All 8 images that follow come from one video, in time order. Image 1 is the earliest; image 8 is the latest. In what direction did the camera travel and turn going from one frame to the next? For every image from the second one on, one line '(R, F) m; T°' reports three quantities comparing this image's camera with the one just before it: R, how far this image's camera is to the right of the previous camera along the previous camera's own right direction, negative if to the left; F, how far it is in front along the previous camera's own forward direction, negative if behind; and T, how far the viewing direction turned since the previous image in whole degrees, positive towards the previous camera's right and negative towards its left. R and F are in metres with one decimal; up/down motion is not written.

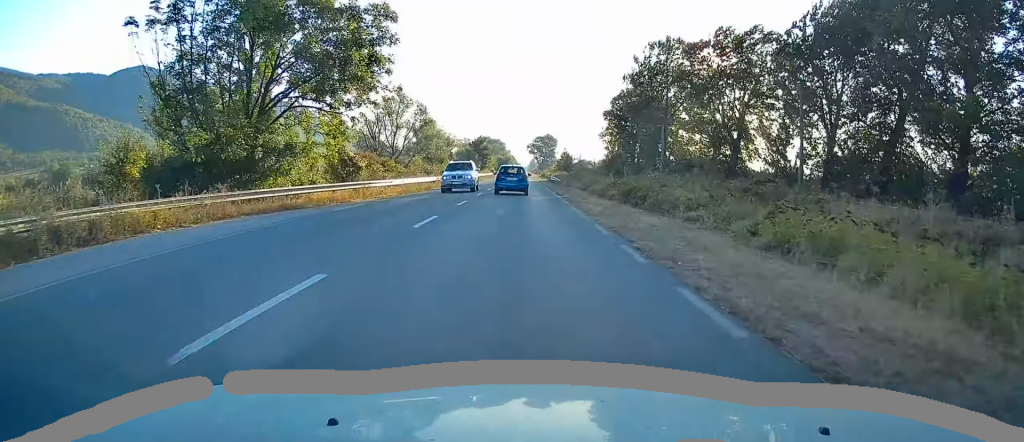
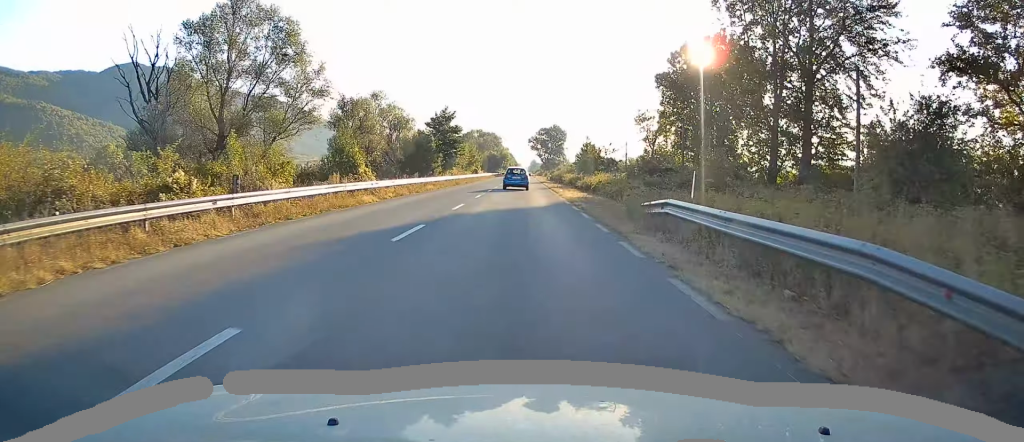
(0.0, +56.0) m; 0°
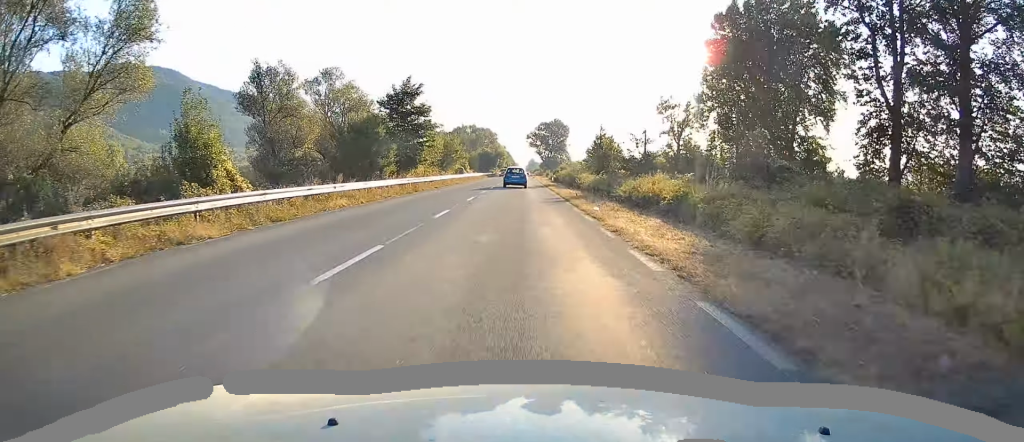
(-0.1, +21.7) m; 0°
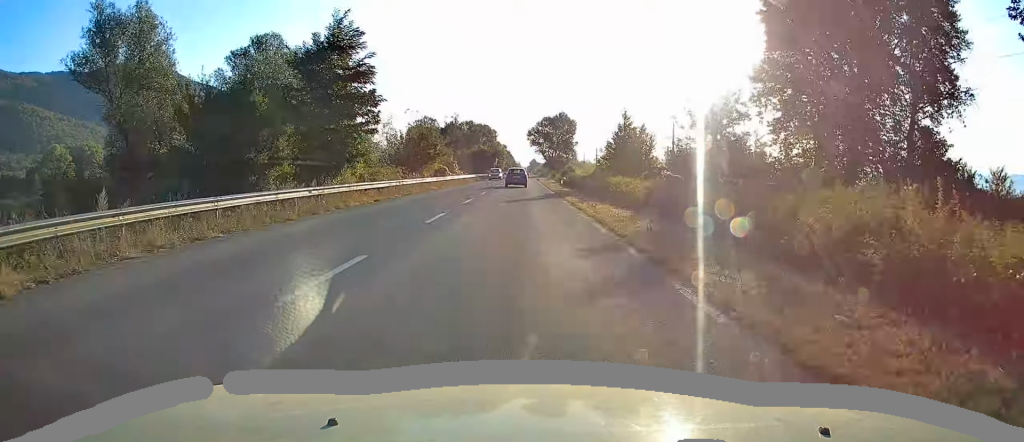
(-0.3, +19.0) m; 0°
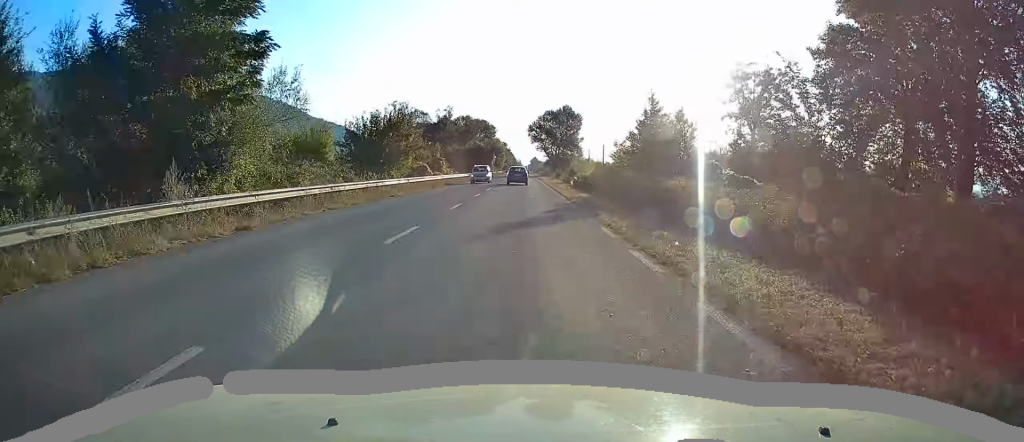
(+0.2, +13.6) m; 0°
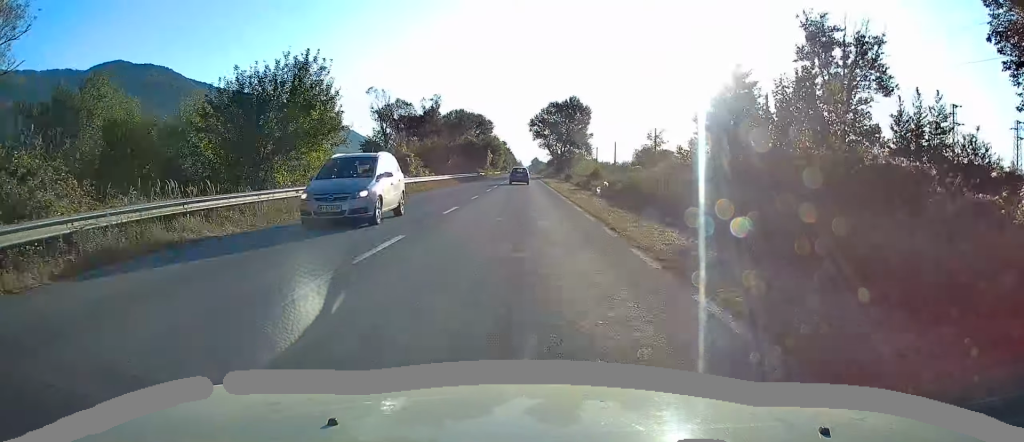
(+0.2, +19.9) m; +1°
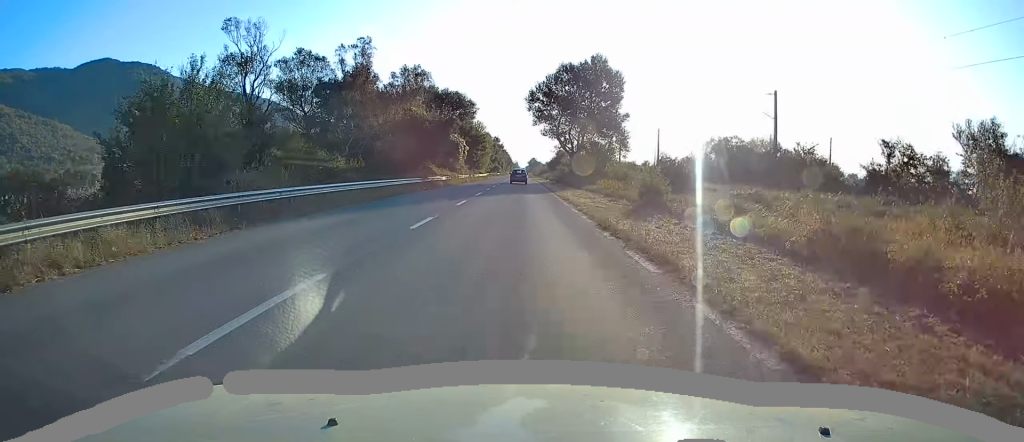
(0.0, +49.0) m; 0°
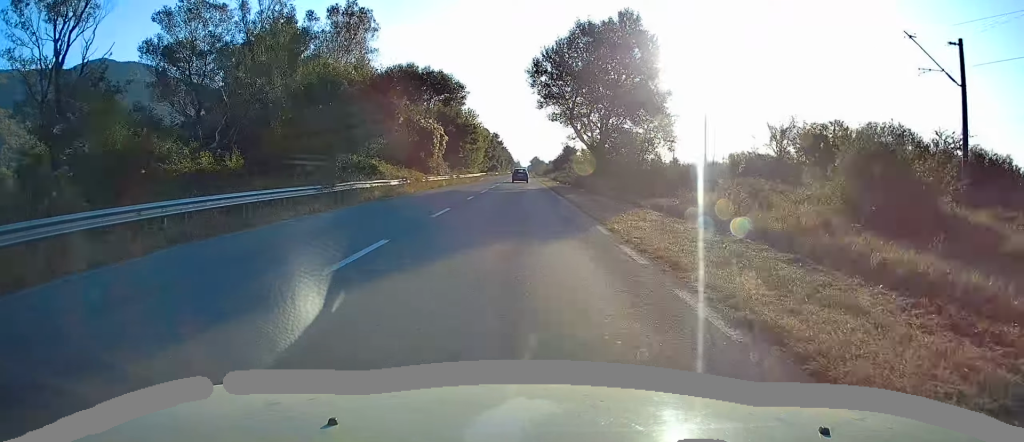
(0.0, +23.7) m; 0°
